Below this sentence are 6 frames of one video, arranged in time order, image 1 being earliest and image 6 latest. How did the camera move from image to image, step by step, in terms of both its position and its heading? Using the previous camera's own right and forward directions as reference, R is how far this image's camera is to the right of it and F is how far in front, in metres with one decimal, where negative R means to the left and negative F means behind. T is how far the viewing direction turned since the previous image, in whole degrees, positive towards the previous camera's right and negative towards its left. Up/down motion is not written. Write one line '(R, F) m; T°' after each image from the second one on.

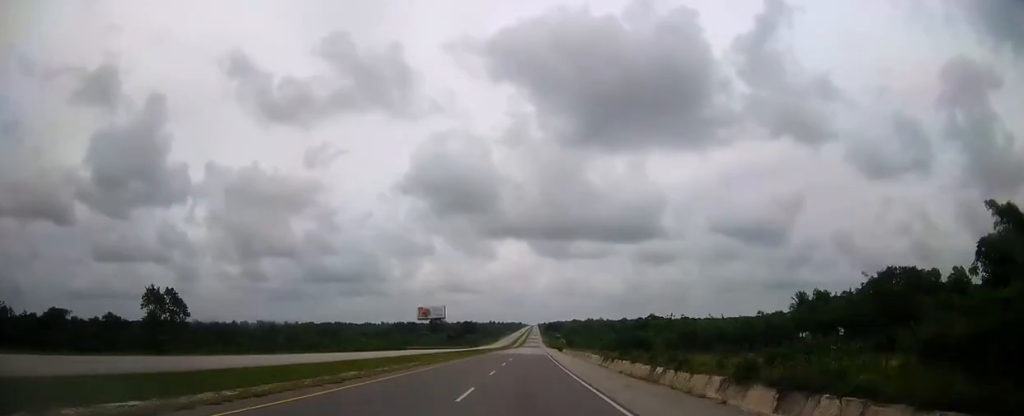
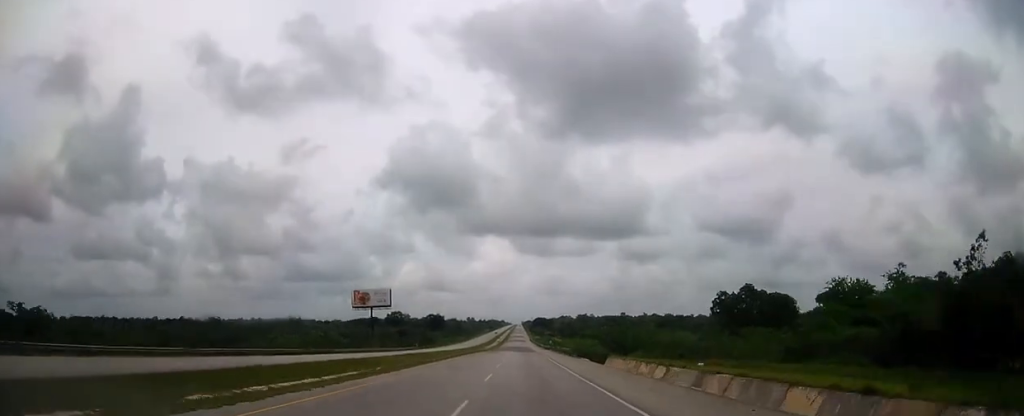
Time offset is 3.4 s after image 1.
(+1.3, +100.6) m; +1°
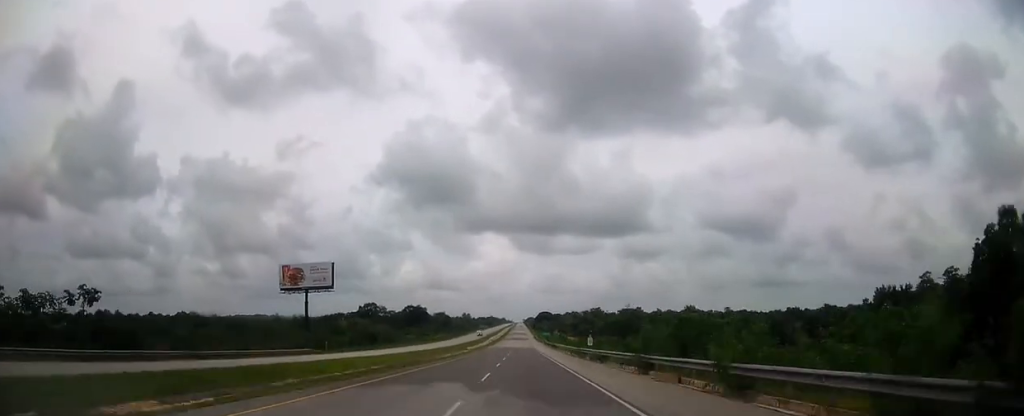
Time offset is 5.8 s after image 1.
(+0.3, +71.2) m; 0°
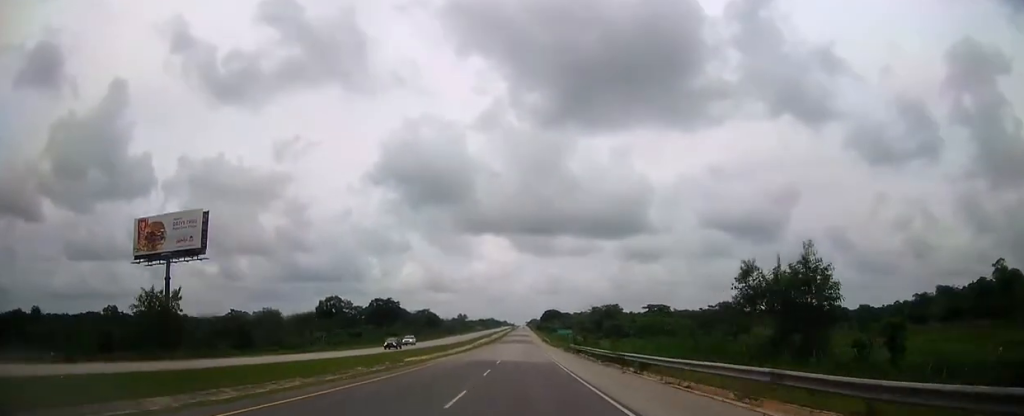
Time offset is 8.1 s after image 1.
(0.0, +68.9) m; 0°
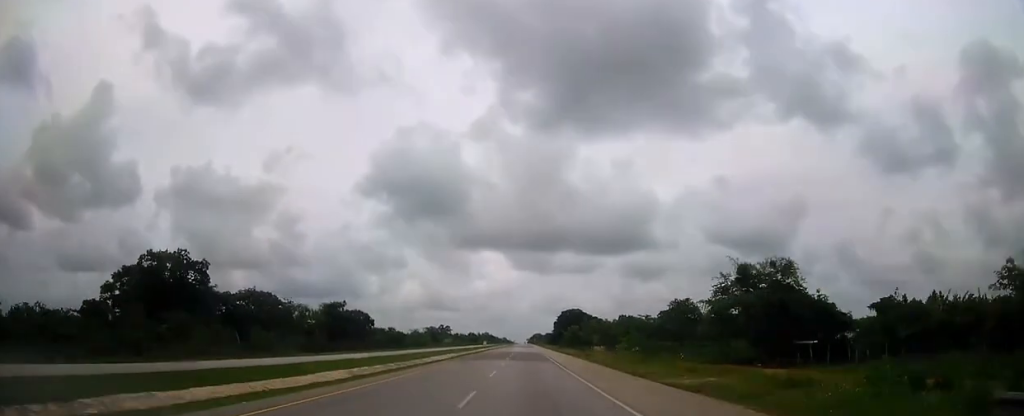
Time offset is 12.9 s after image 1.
(-0.4, +144.1) m; 0°
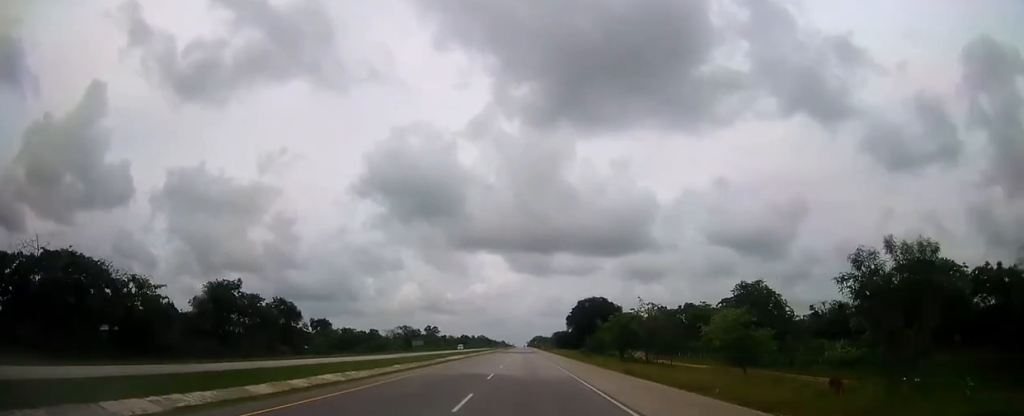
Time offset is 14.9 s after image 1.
(-0.1, +60.6) m; 0°
